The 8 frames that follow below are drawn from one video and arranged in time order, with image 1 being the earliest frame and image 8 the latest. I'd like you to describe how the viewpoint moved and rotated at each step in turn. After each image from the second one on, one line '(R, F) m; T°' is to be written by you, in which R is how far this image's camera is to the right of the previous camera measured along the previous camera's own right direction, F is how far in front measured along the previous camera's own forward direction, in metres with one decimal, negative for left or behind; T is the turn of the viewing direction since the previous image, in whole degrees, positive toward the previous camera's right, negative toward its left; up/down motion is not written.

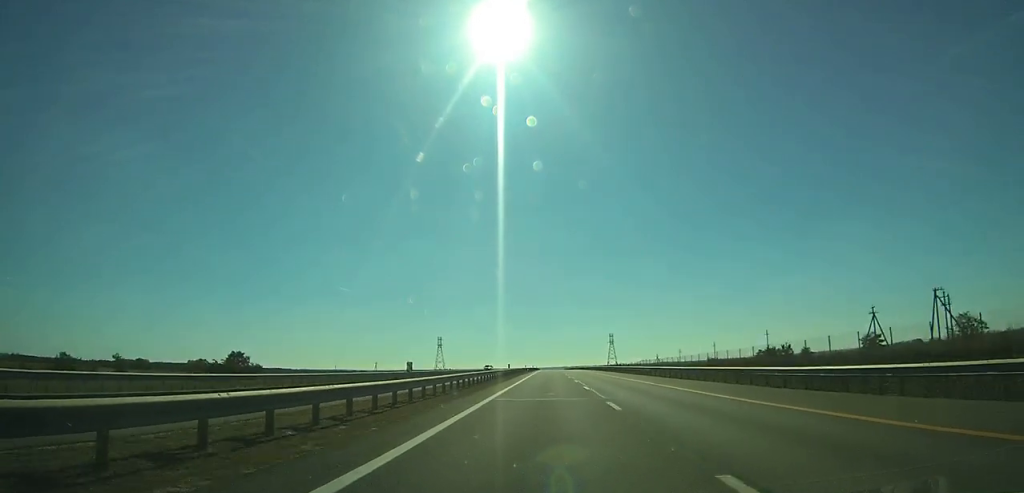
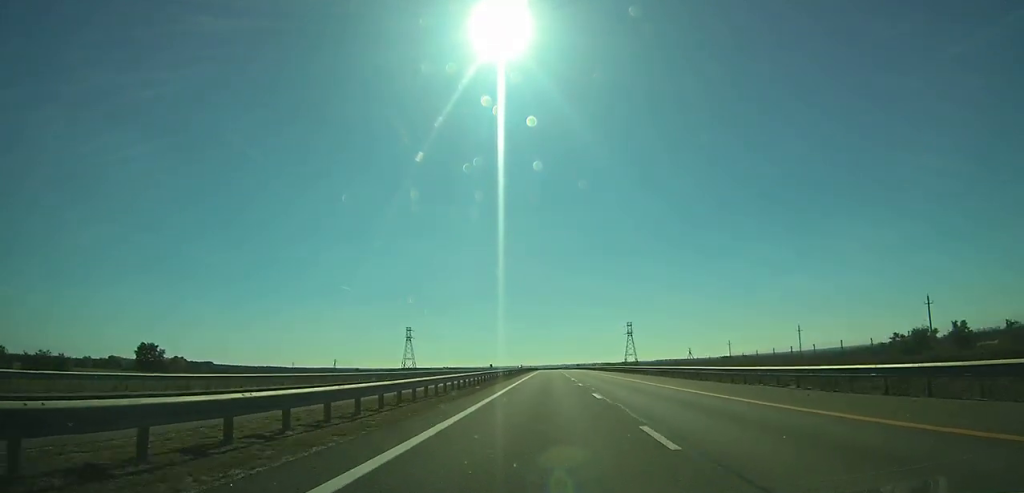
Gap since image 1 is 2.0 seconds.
(-0.1, +66.7) m; 0°
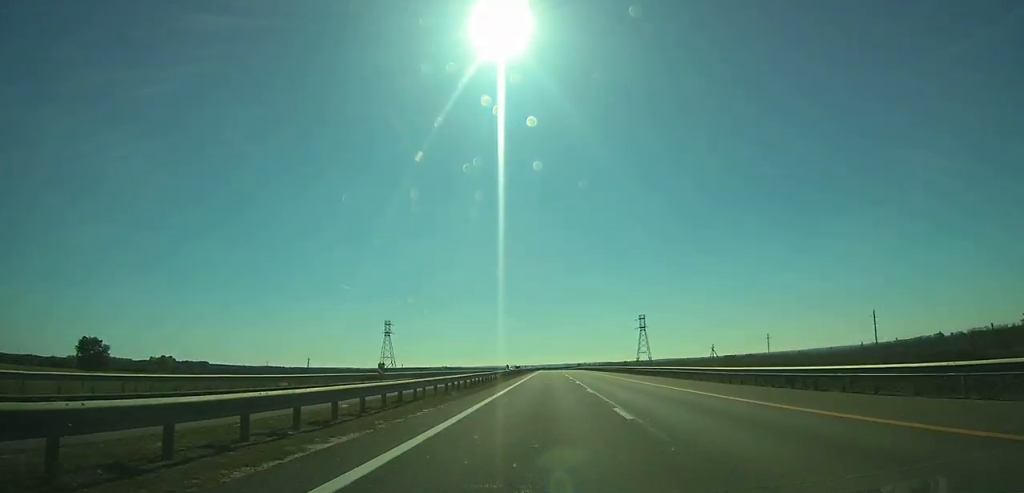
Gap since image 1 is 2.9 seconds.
(+0.1, +31.2) m; 0°
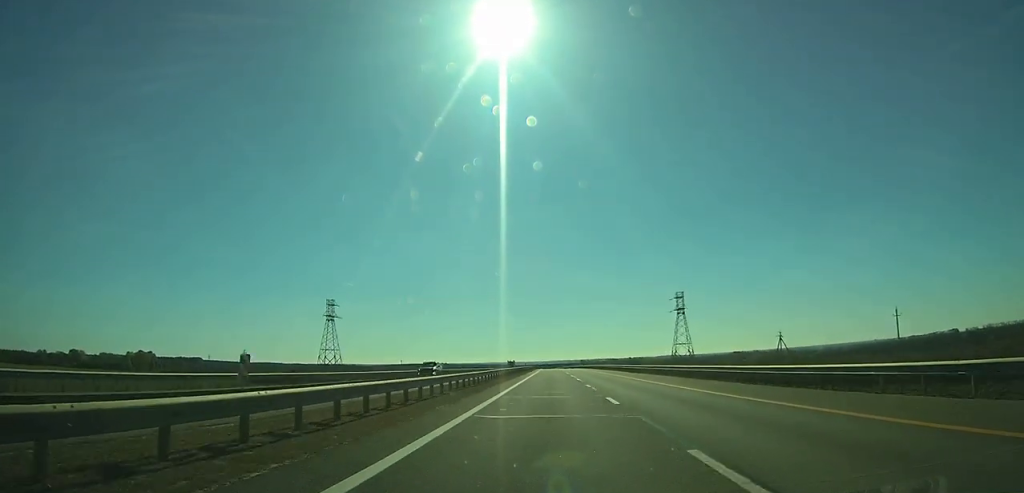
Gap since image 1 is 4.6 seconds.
(0.0, +55.8) m; 0°
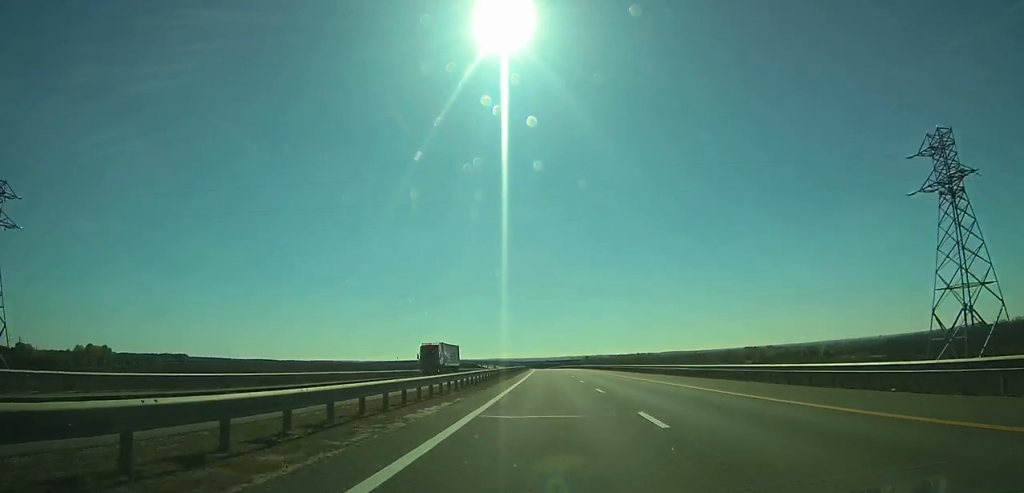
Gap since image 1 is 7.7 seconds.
(-0.2, +102.9) m; 0°
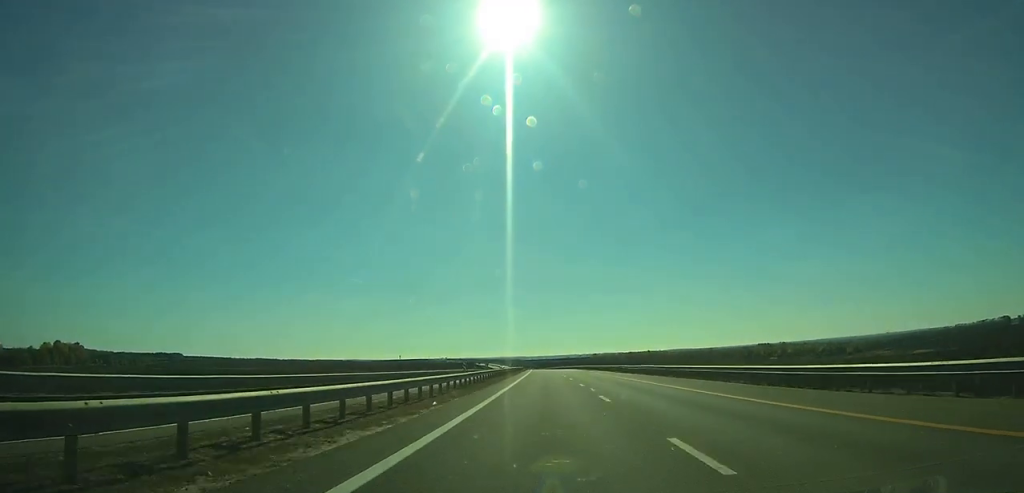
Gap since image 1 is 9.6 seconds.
(-0.1, +64.7) m; 0°
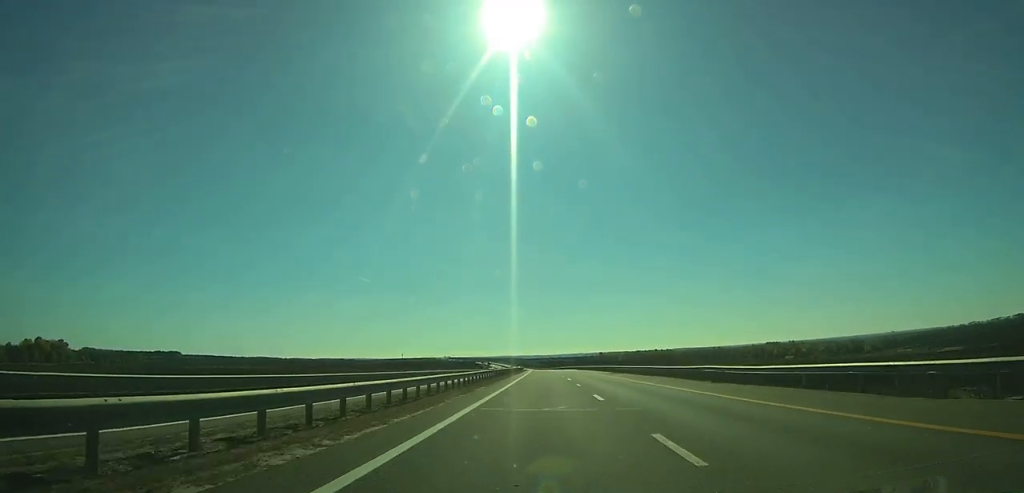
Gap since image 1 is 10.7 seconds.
(-0.2, +35.7) m; -1°
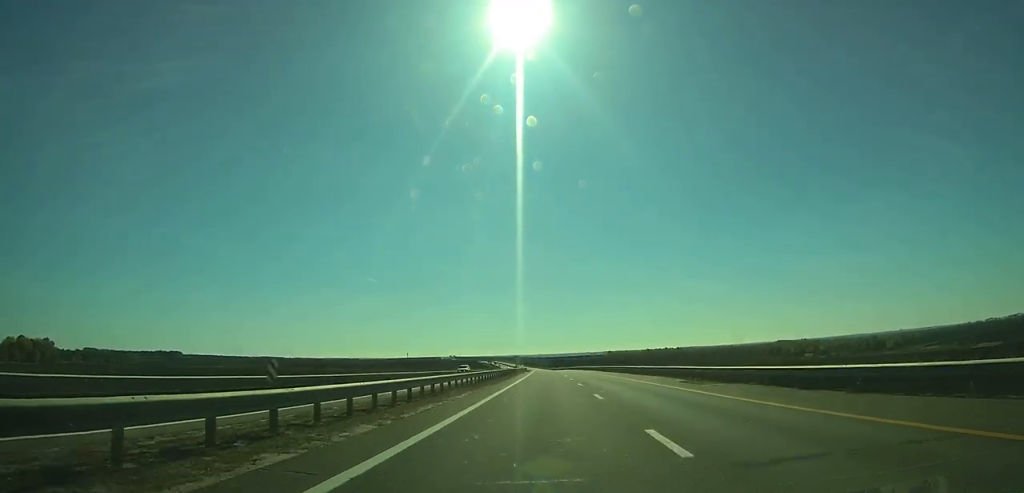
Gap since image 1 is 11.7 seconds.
(0.0, +35.7) m; -1°
